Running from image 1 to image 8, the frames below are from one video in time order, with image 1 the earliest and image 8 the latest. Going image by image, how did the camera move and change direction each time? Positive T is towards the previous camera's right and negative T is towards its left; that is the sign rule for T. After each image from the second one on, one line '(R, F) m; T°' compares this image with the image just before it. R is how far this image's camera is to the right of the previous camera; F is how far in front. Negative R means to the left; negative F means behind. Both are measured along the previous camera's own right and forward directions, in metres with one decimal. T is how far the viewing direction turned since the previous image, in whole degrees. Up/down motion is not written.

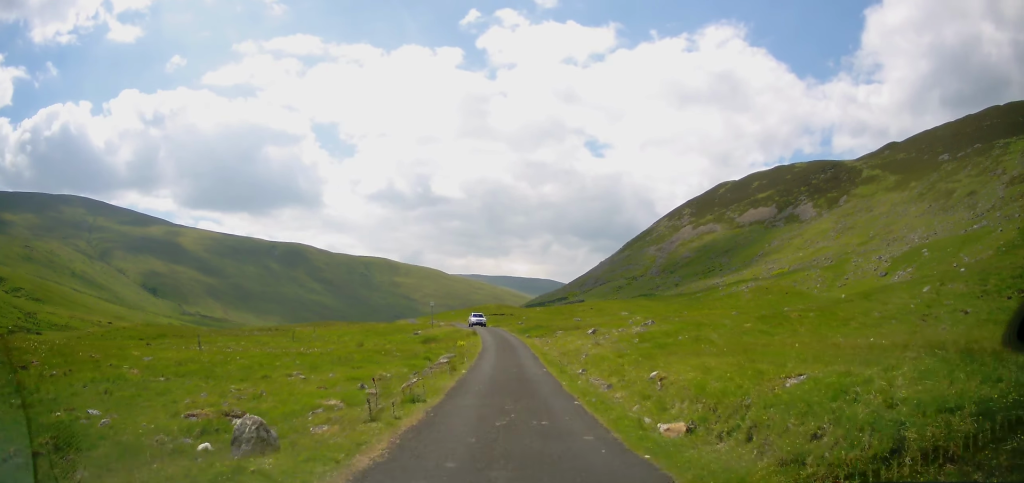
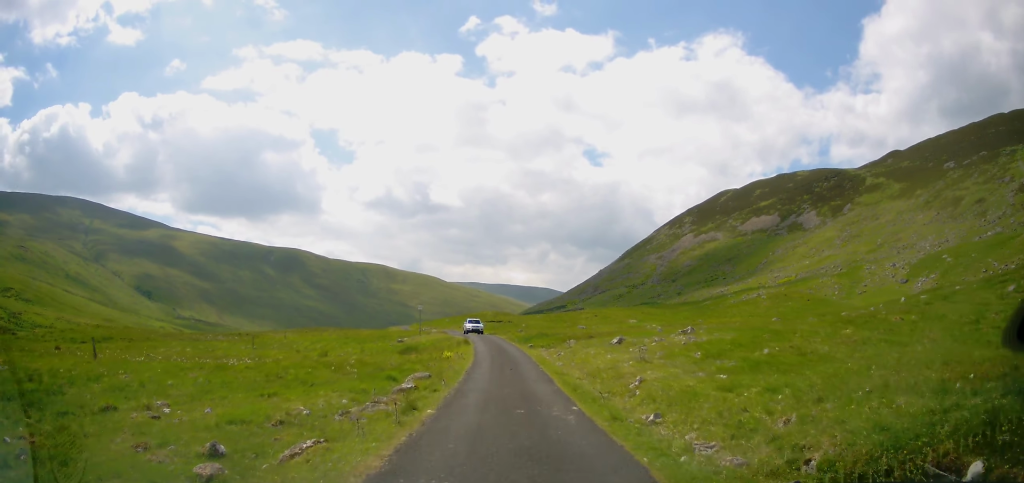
(+0.3, +7.7) m; +1°
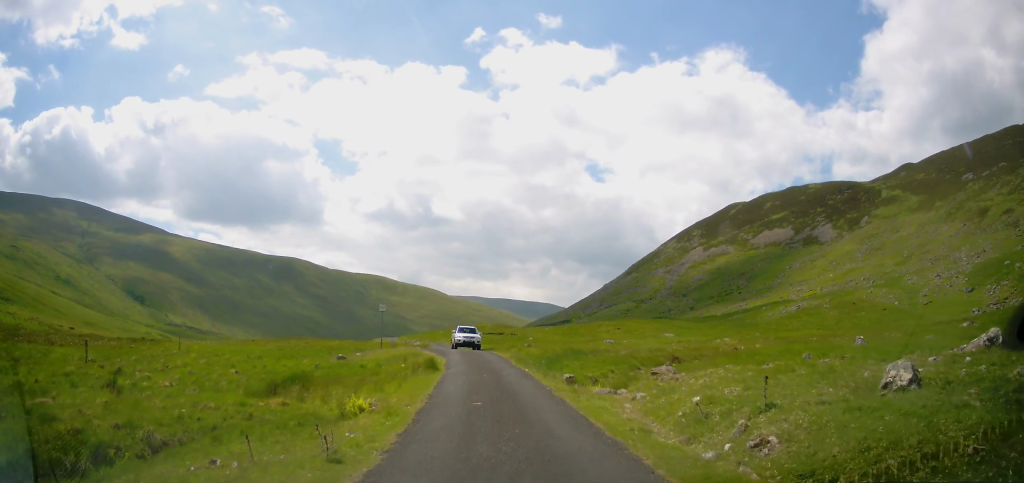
(-0.6, +18.6) m; -1°
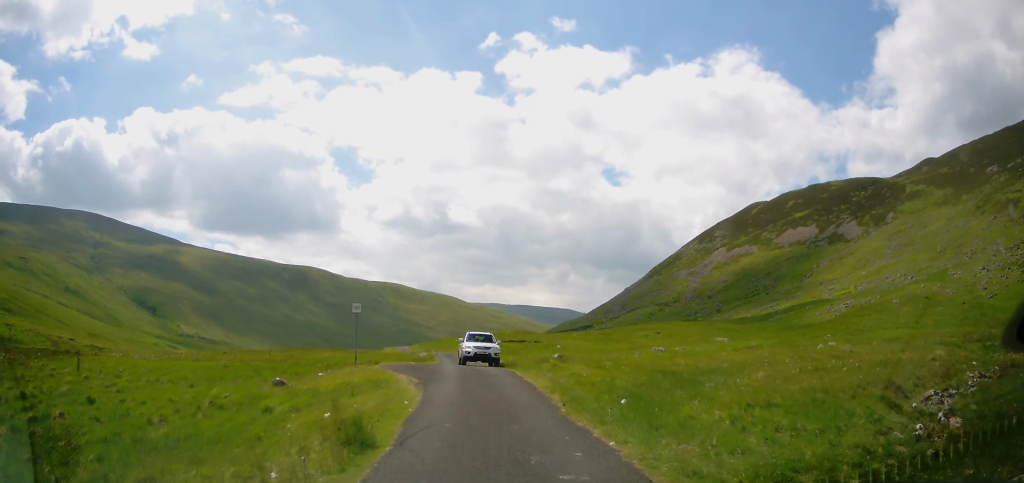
(+0.1, +11.3) m; -2°
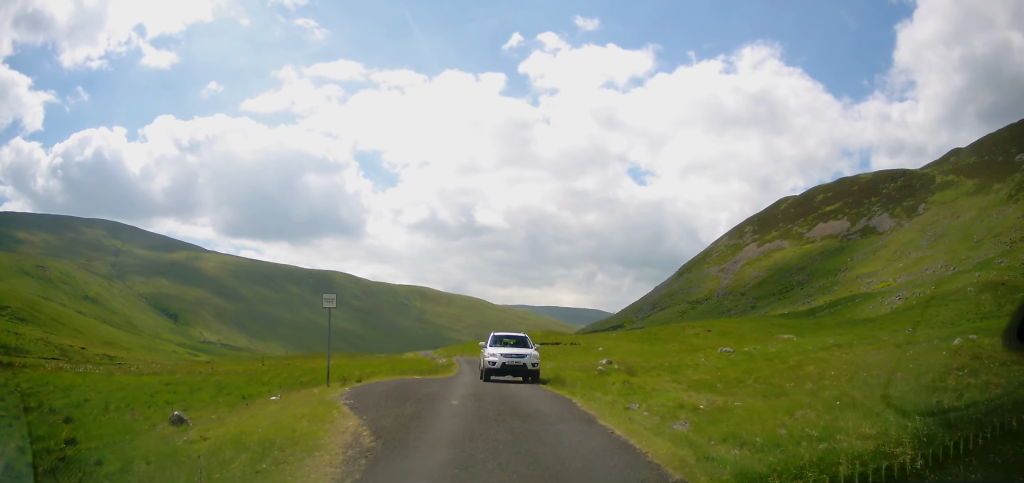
(-0.4, +8.7) m; -5°
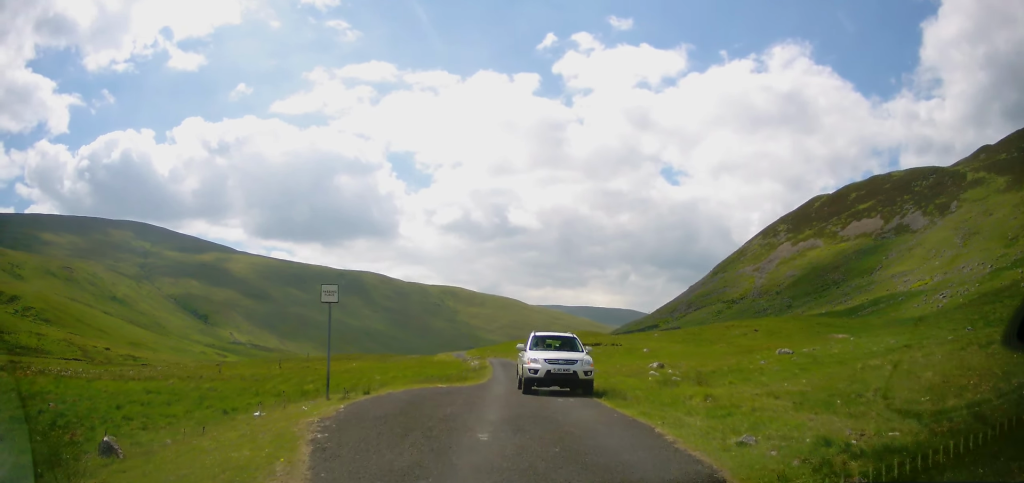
(-0.1, +3.9) m; -1°
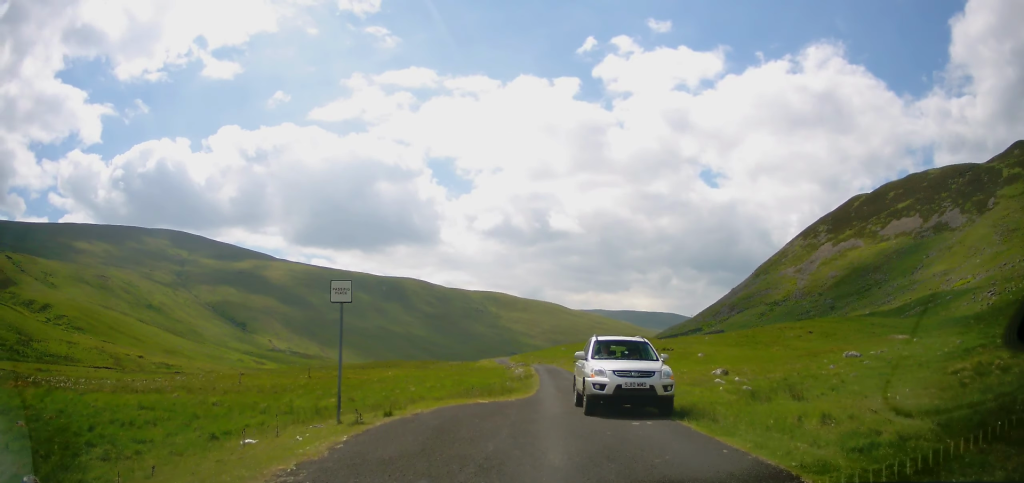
(-0.1, +3.1) m; 0°
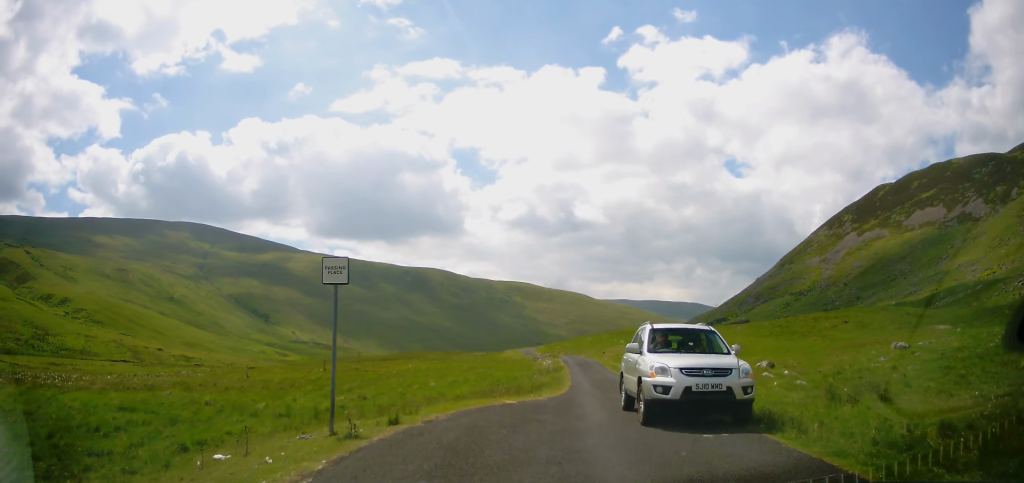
(0.0, +2.6) m; 0°
